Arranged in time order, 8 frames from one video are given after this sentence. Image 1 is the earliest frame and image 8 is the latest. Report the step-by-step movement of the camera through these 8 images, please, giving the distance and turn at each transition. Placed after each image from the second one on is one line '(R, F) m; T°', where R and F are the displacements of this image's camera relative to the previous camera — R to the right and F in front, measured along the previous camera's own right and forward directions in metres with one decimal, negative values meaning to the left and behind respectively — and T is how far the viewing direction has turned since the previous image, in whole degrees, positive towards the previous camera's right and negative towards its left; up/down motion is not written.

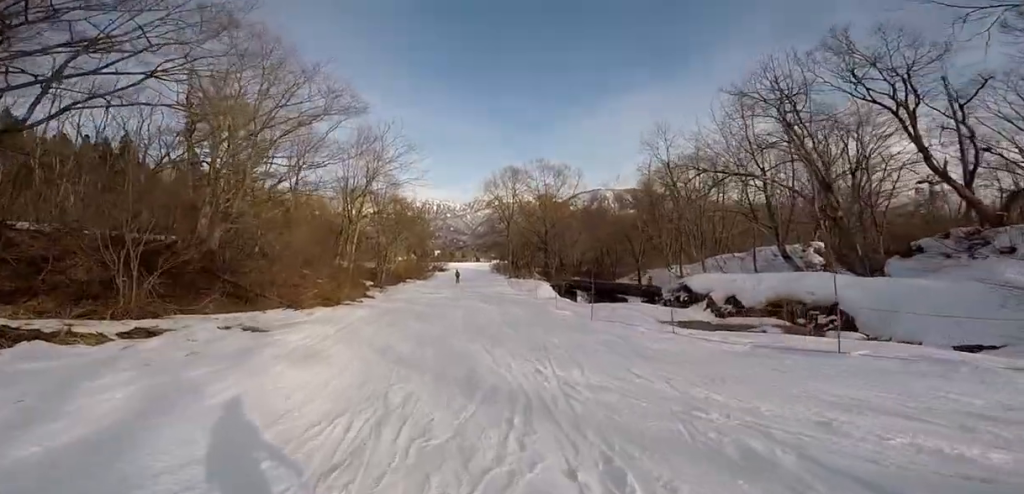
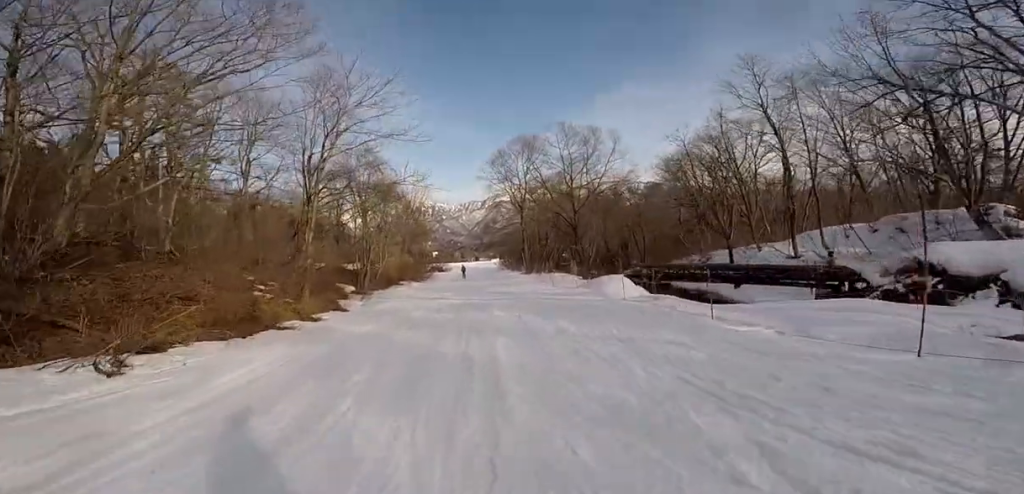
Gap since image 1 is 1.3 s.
(-1.2, +10.6) m; -7°
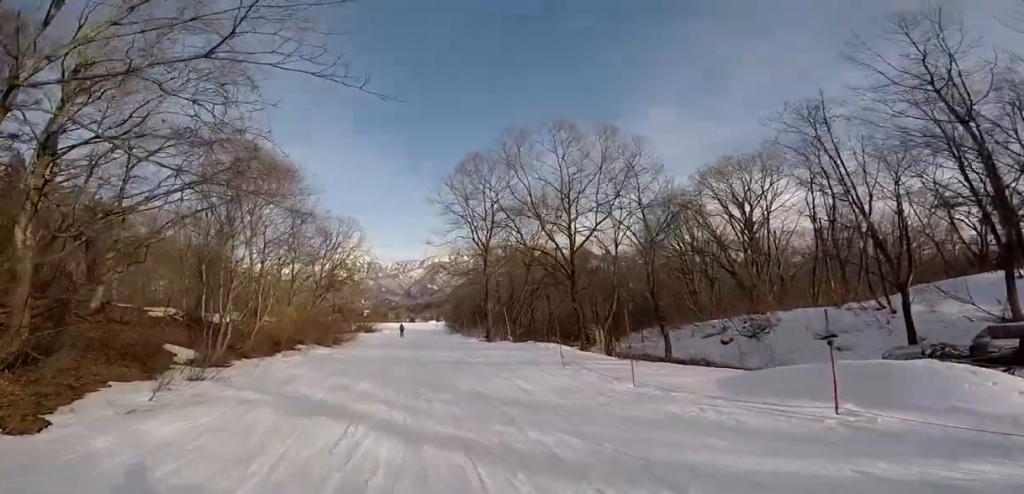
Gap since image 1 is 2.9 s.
(0.0, +14.1) m; 0°
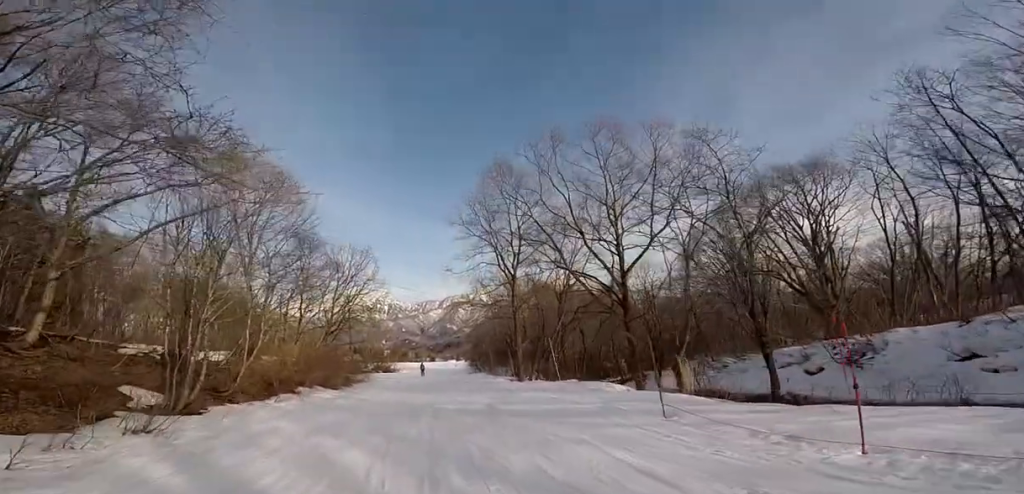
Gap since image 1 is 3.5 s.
(0.0, +4.6) m; 0°
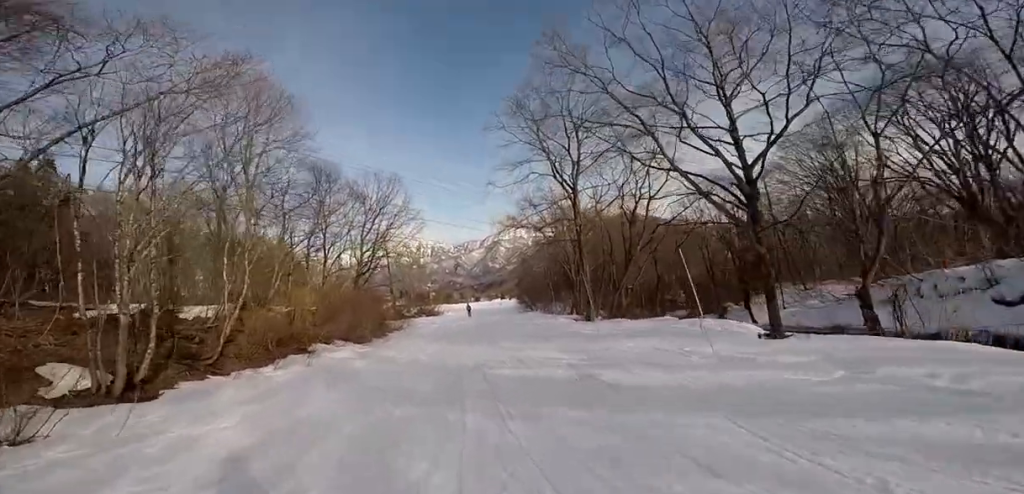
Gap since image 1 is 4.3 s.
(0.0, +6.1) m; 0°
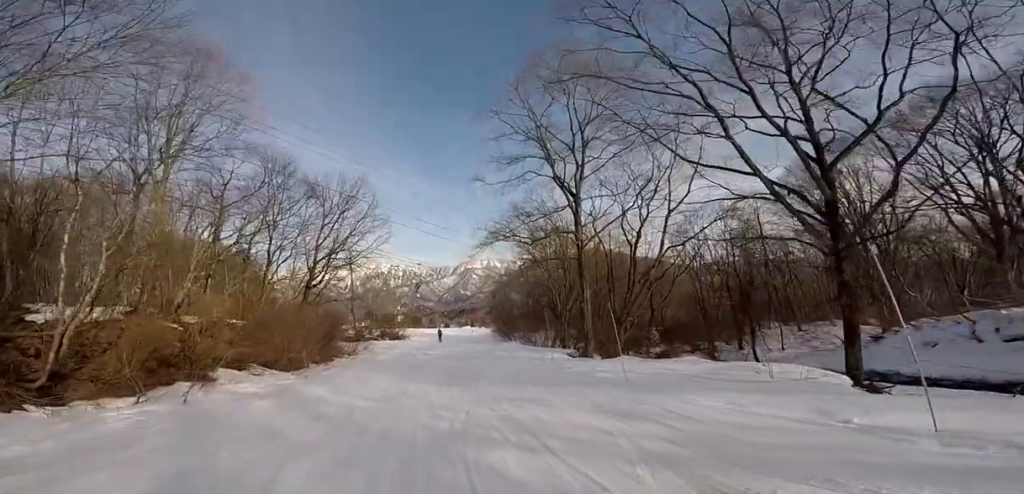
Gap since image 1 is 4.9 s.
(0.0, +5.0) m; +2°
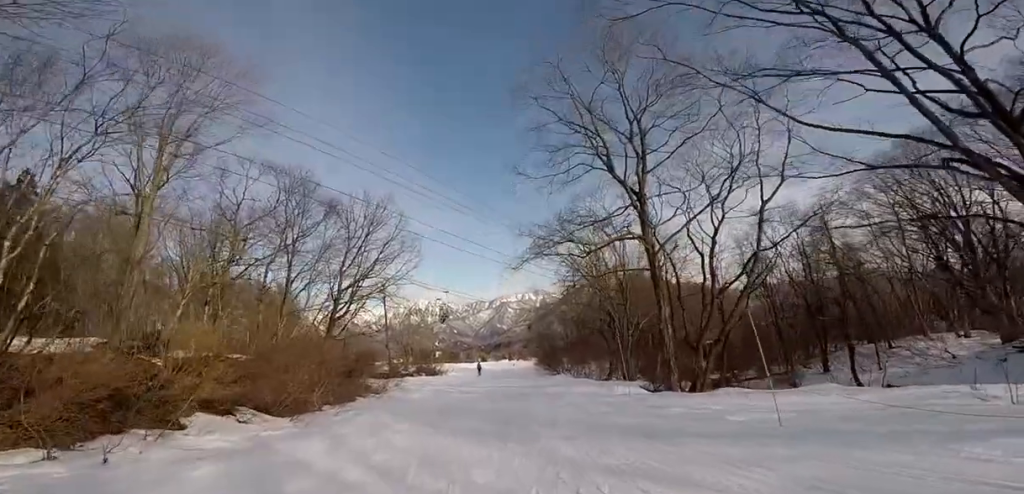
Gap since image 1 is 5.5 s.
(-0.1, +3.9) m; +3°
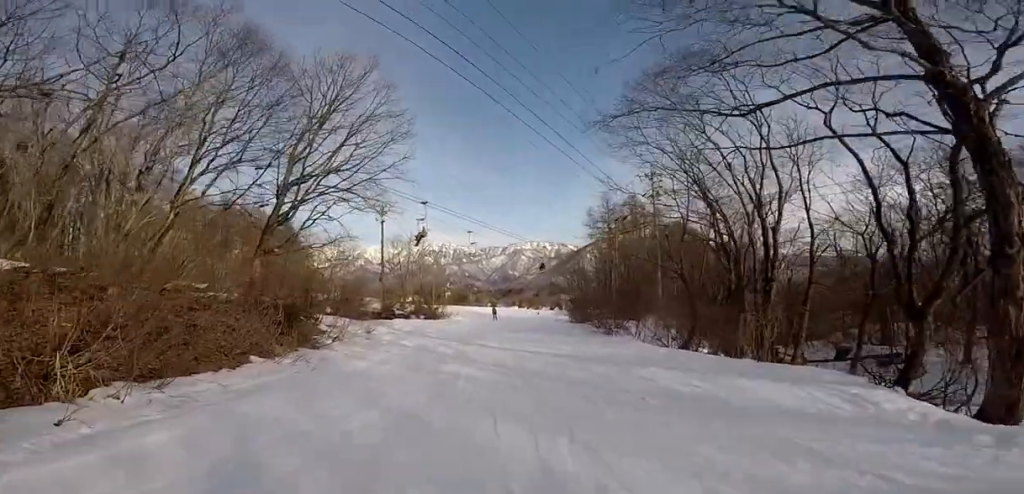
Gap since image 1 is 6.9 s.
(+0.9, +10.2) m; +6°
